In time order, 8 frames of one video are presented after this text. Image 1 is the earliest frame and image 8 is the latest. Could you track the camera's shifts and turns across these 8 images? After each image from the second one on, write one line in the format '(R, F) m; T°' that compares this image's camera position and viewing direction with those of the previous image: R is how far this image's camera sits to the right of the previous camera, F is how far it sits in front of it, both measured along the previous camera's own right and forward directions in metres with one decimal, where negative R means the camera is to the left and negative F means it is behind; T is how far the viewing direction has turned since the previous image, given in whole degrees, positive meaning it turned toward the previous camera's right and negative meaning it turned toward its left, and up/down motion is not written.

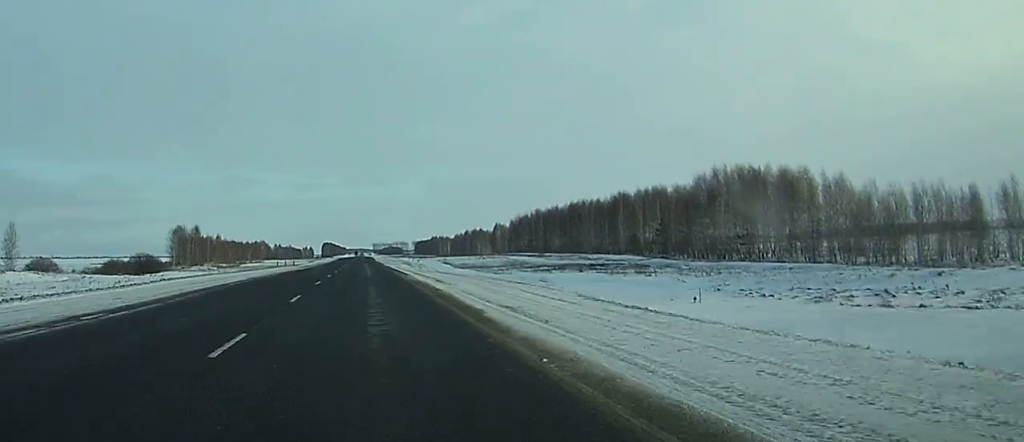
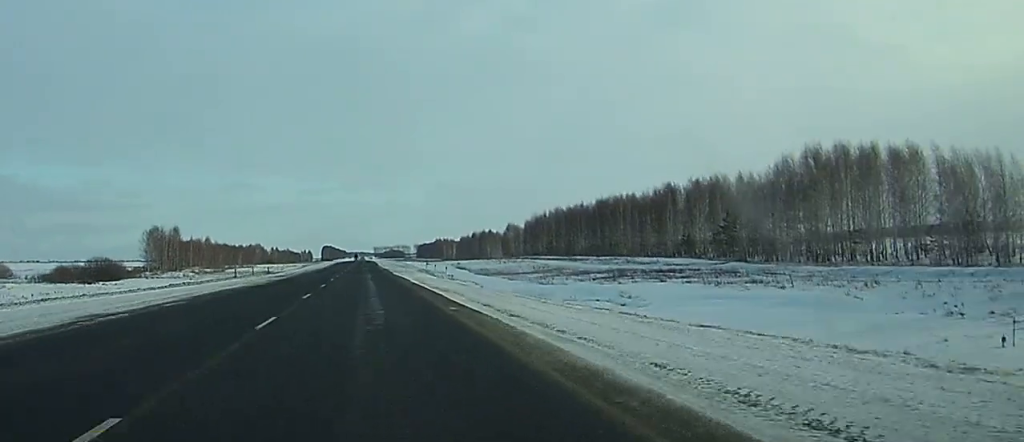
(+0.1, +30.8) m; 0°
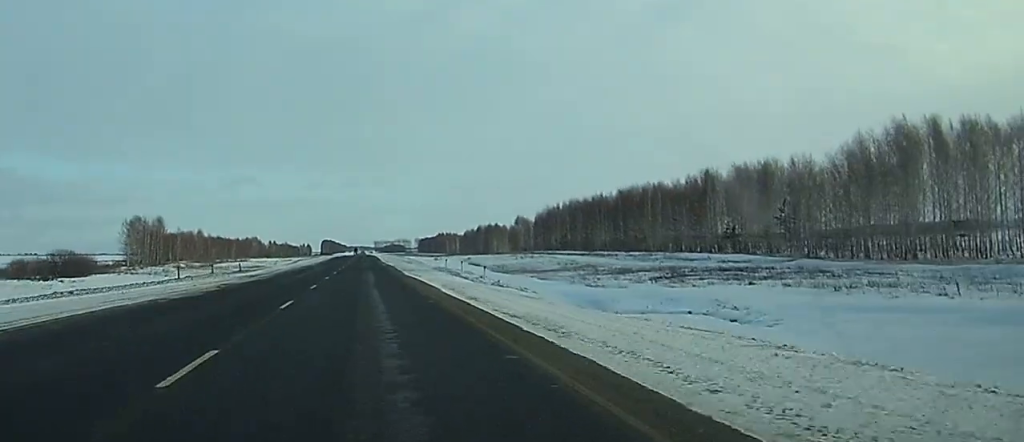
(+0.1, +19.4) m; 0°
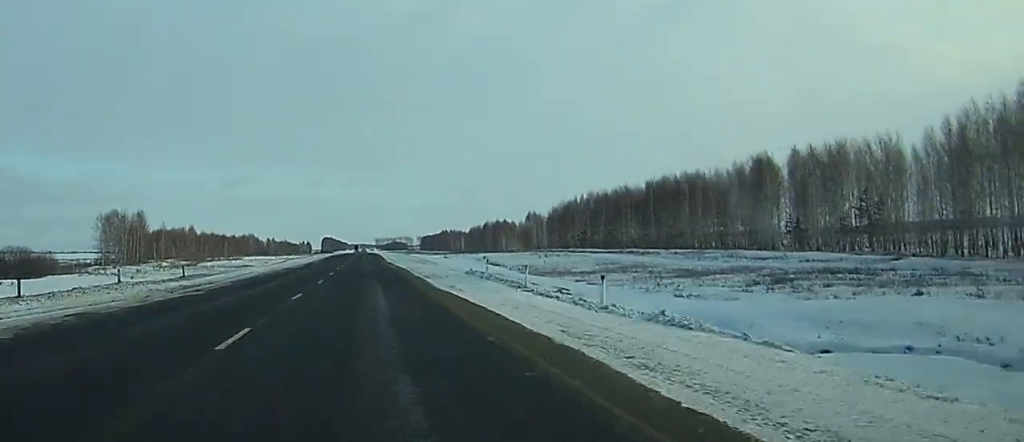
(+0.1, +20.6) m; 0°
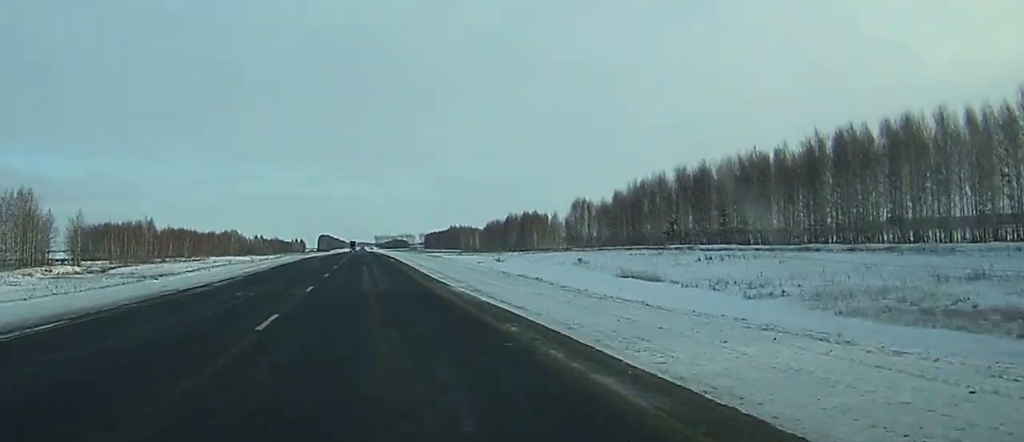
(-0.2, +69.7) m; 0°
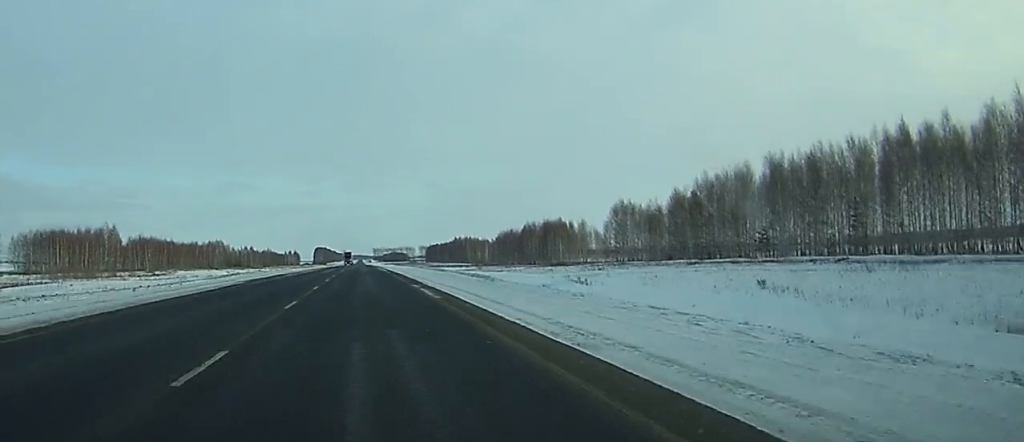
(-0.1, +41.7) m; 0°
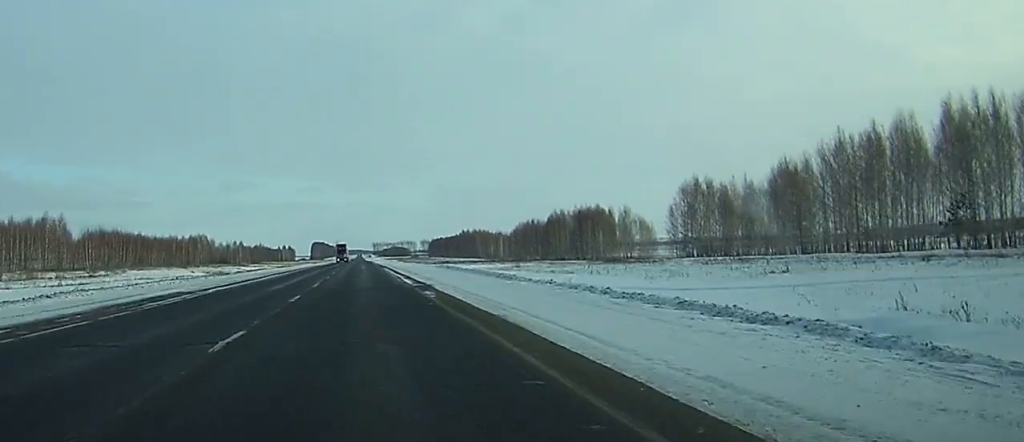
(+0.2, +44.8) m; 0°
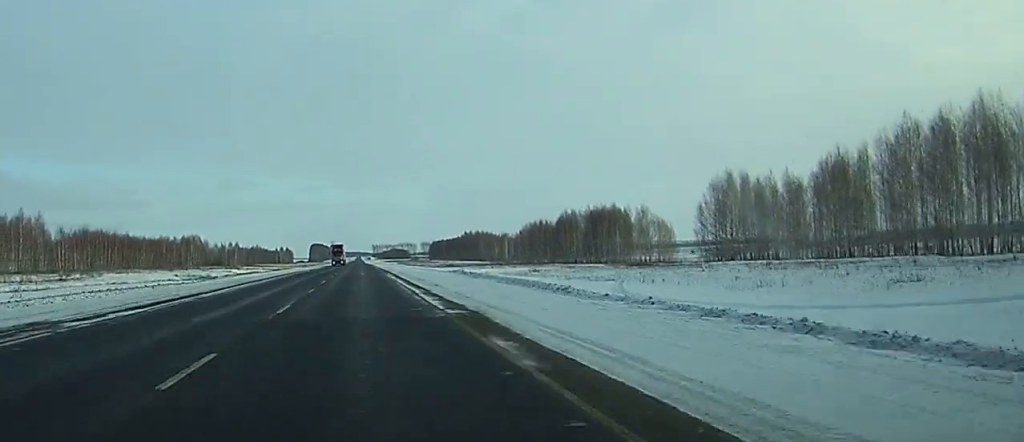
(0.0, +14.5) m; 0°
